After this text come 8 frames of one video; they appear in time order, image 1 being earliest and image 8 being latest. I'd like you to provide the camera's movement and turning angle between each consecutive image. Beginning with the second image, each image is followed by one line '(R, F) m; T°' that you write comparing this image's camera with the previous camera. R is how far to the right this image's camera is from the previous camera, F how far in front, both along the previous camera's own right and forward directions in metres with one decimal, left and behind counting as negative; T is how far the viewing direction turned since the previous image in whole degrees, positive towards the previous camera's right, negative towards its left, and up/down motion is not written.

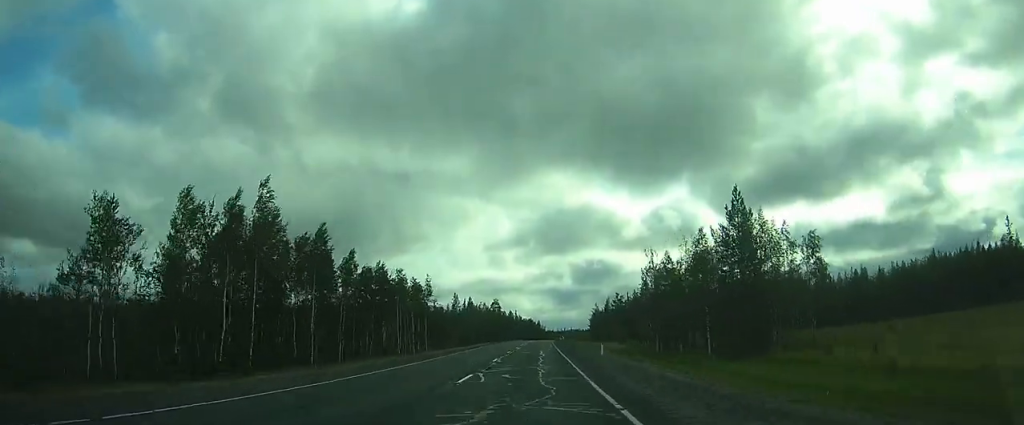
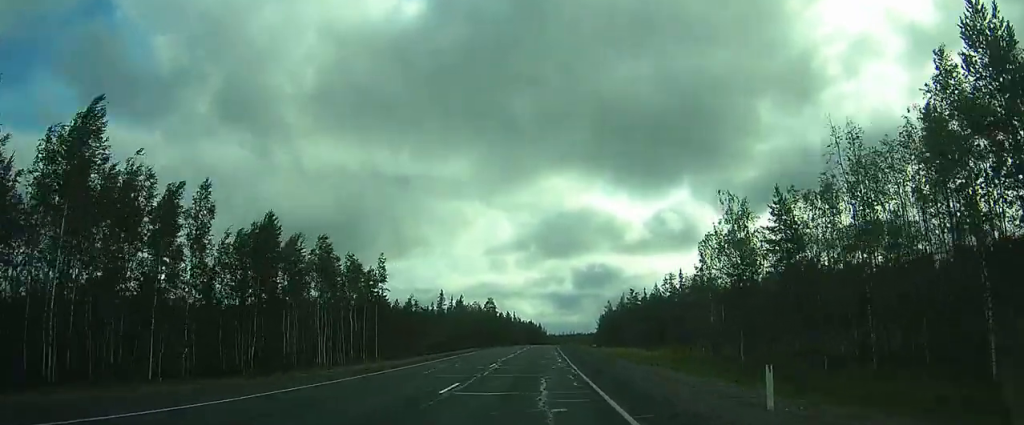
(+0.3, +26.4) m; +2°
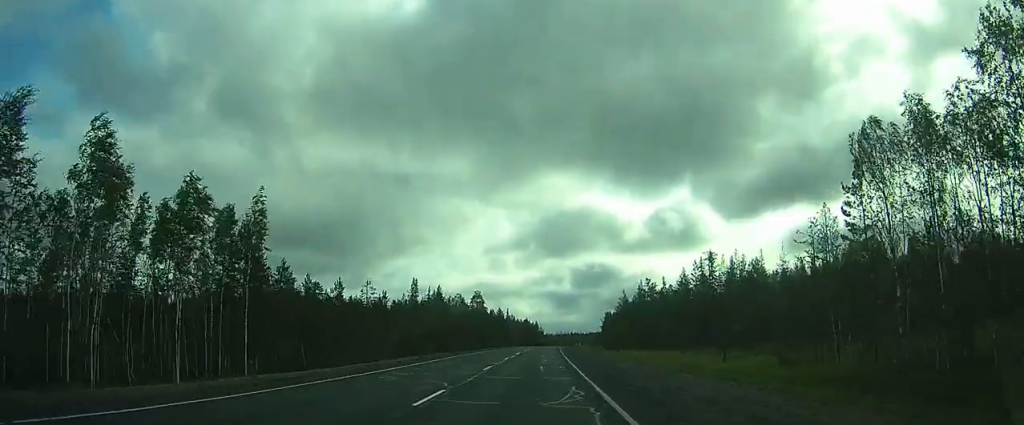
(+0.5, +26.7) m; +1°
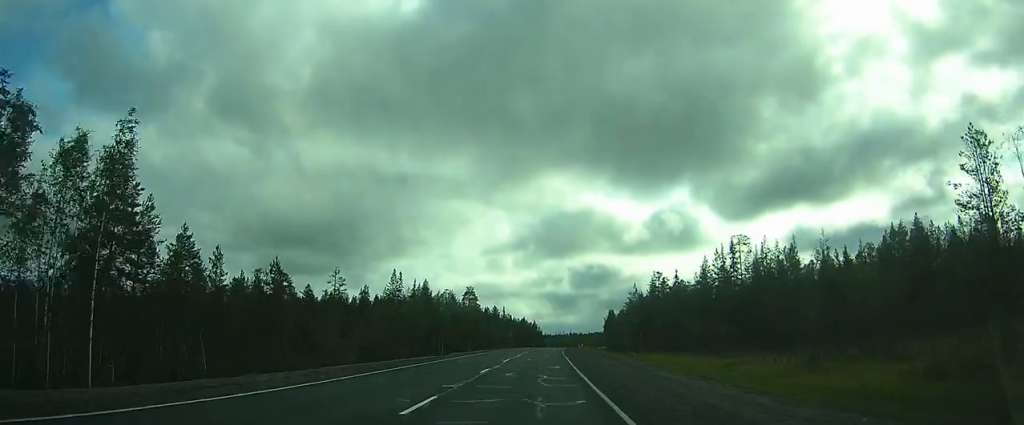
(0.0, +13.0) m; 0°
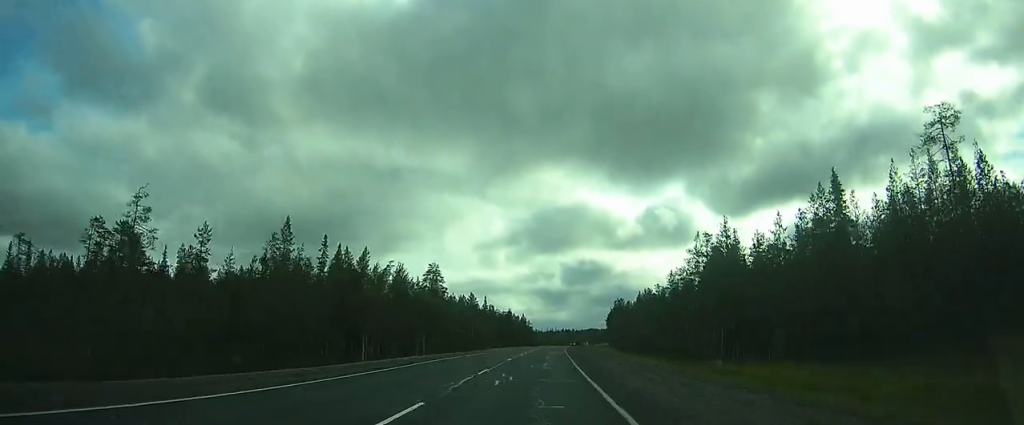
(-0.2, +37.7) m; -1°
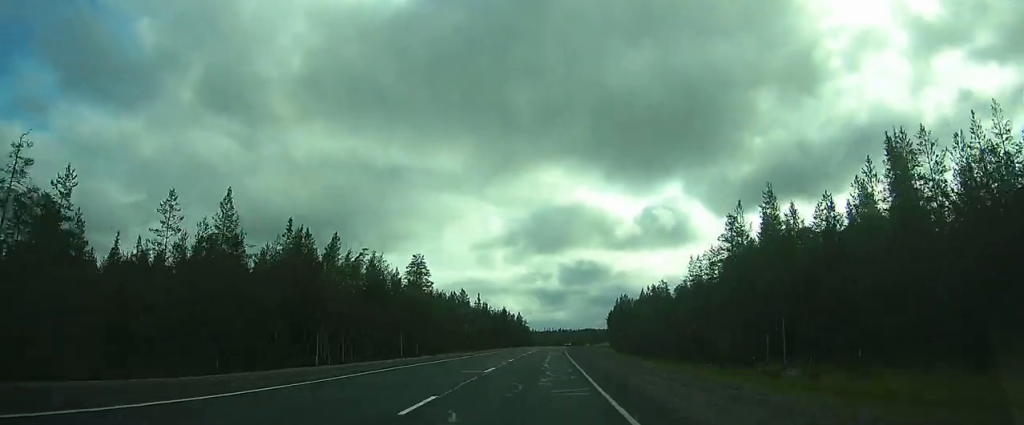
(0.0, +10.9) m; 0°
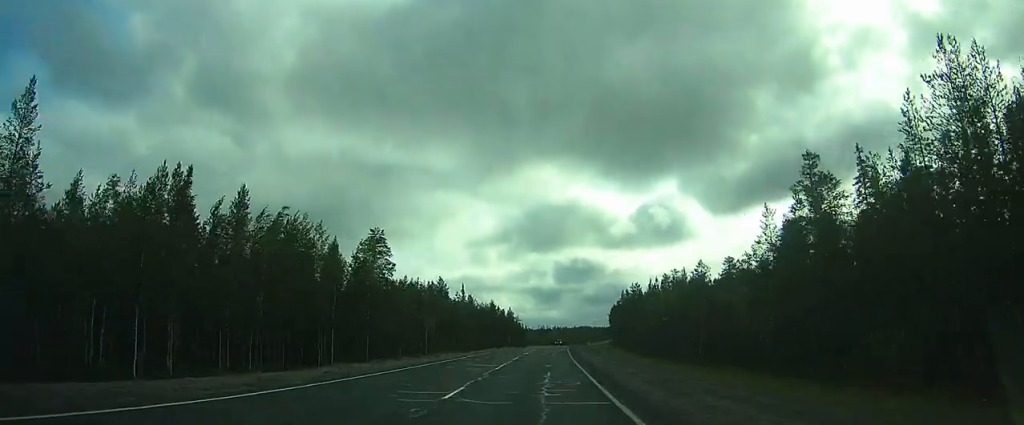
(-0.2, +21.0) m; 0°
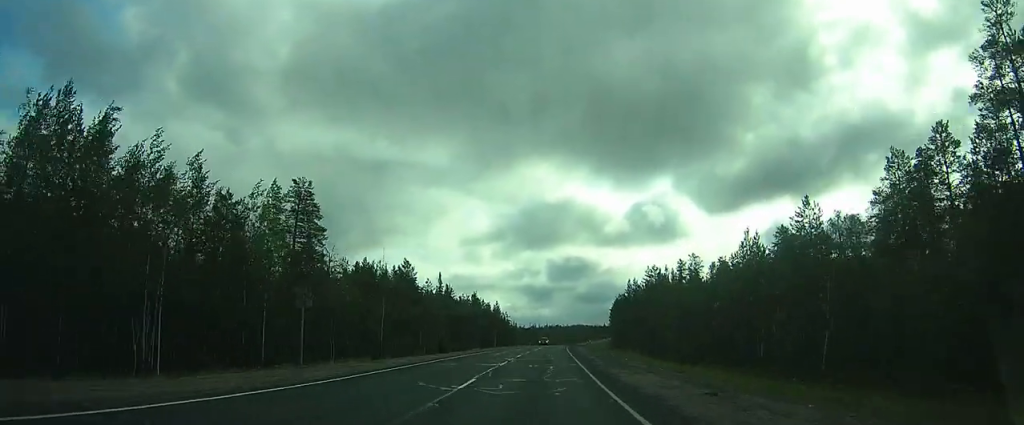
(0.0, +21.9) m; +1°
